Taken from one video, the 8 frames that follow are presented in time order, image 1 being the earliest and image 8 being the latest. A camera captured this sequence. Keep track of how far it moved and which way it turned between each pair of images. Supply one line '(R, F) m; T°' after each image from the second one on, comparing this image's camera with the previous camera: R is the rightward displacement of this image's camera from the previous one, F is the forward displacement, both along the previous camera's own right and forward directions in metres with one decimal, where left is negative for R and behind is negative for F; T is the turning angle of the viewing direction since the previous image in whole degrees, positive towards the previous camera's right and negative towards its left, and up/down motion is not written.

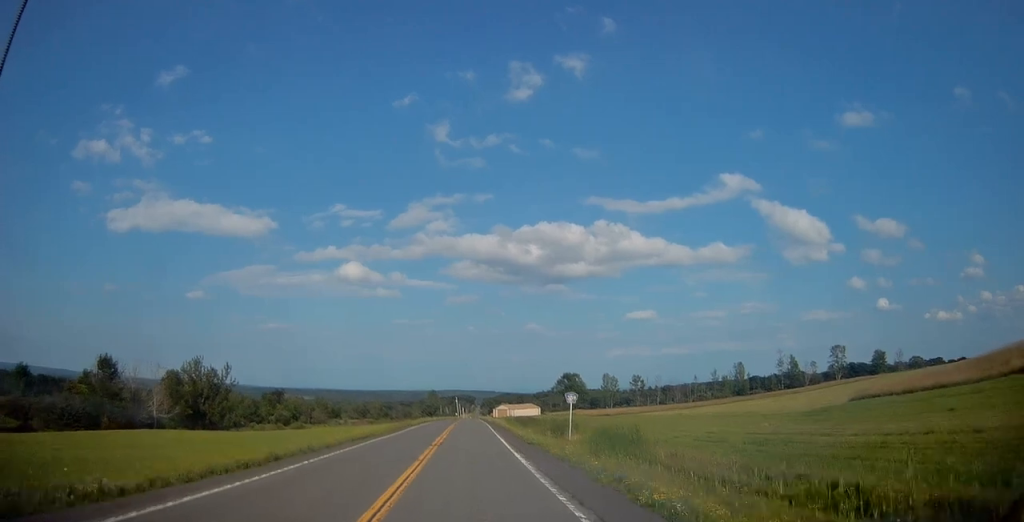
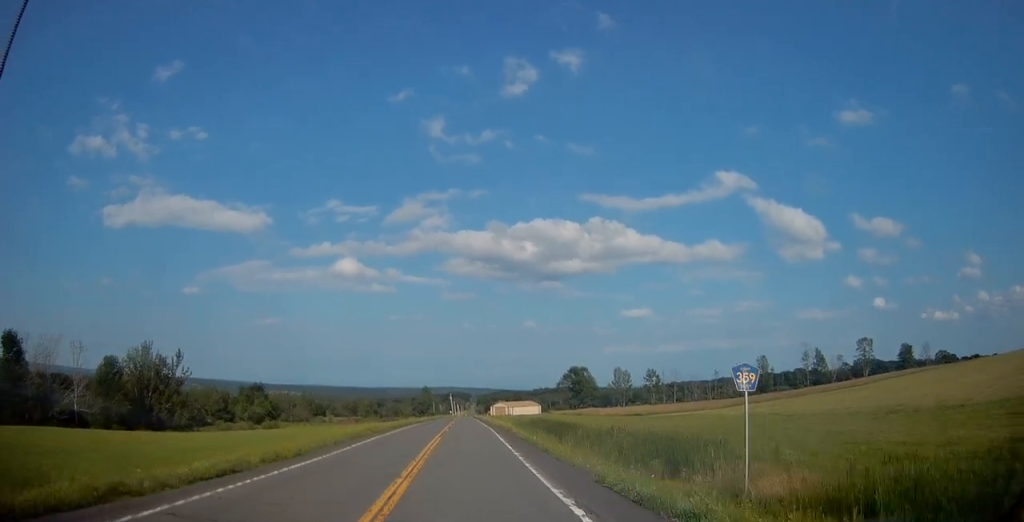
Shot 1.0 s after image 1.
(0.0, +21.2) m; +1°
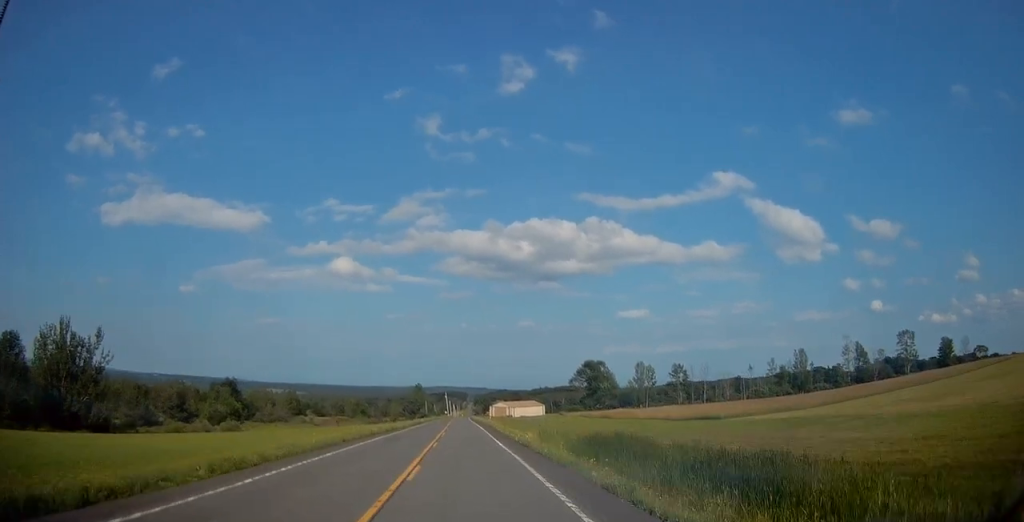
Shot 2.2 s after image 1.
(+0.3, +26.2) m; +1°
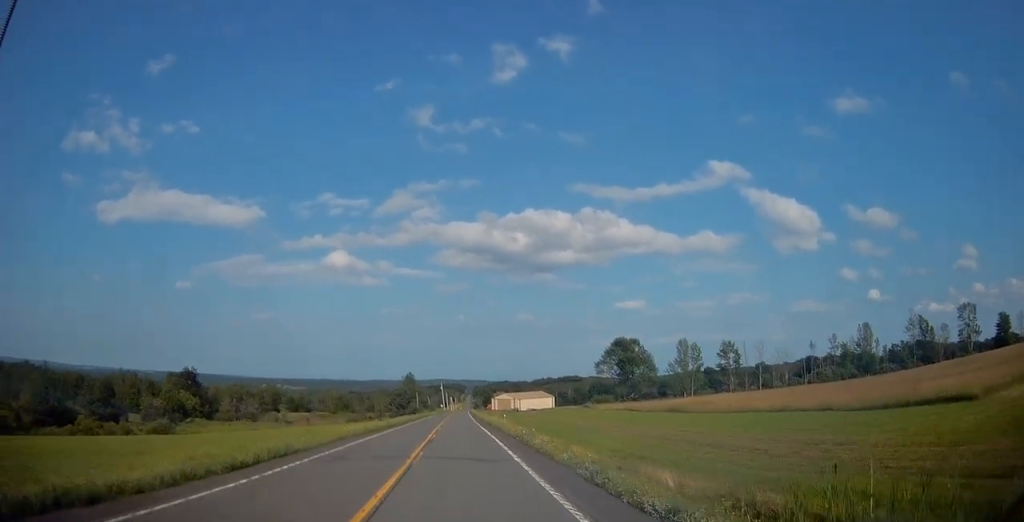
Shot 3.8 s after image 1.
(0.0, +32.6) m; 0°
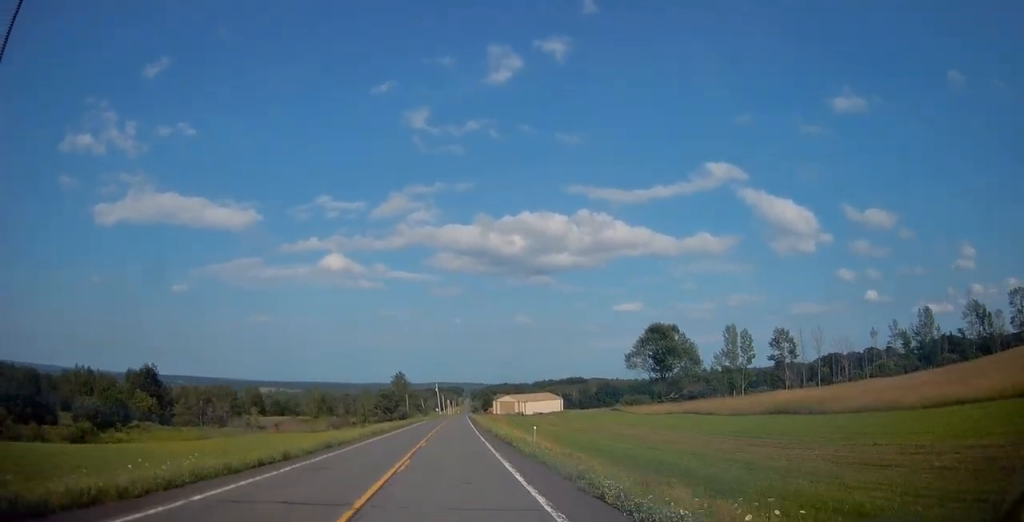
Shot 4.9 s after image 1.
(0.0, +24.3) m; 0°
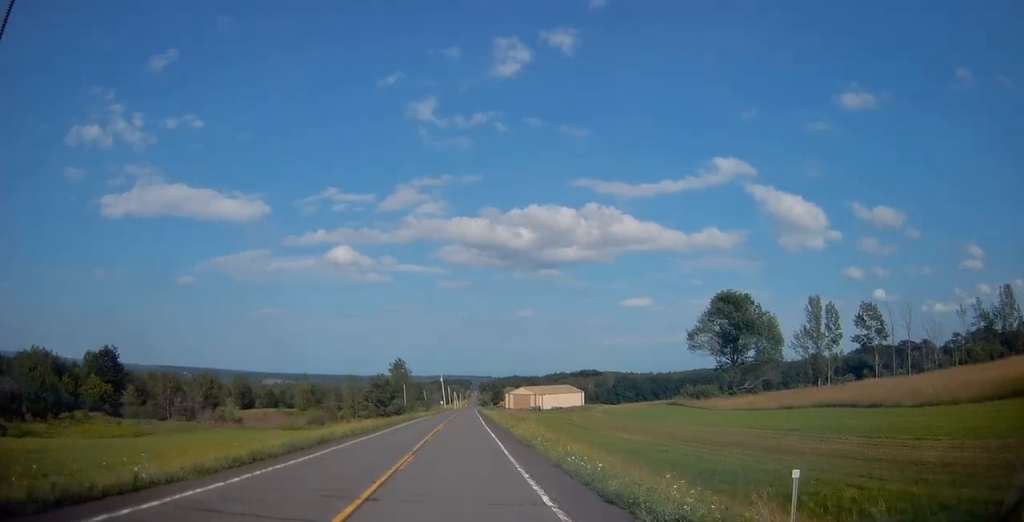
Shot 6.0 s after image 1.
(0.0, +23.7) m; 0°
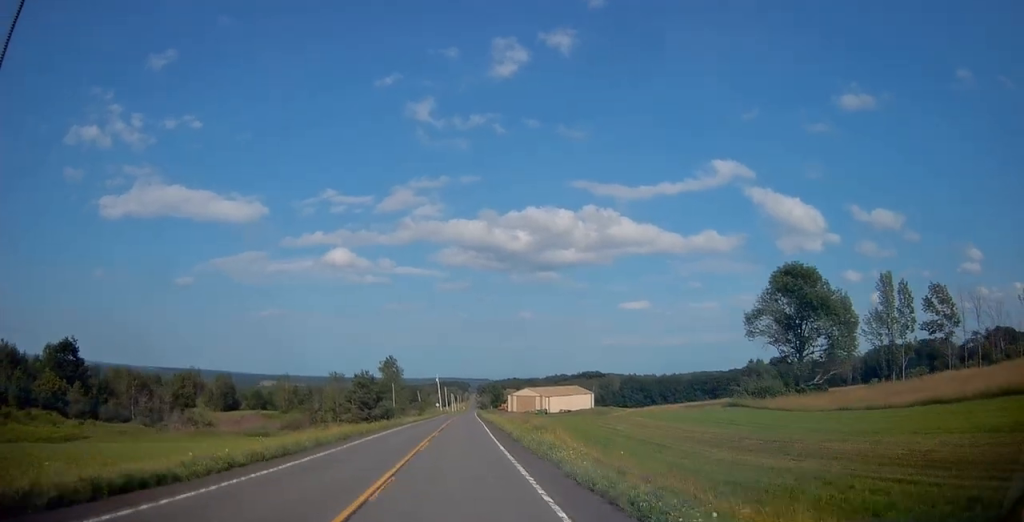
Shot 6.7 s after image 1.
(0.0, +16.0) m; 0°
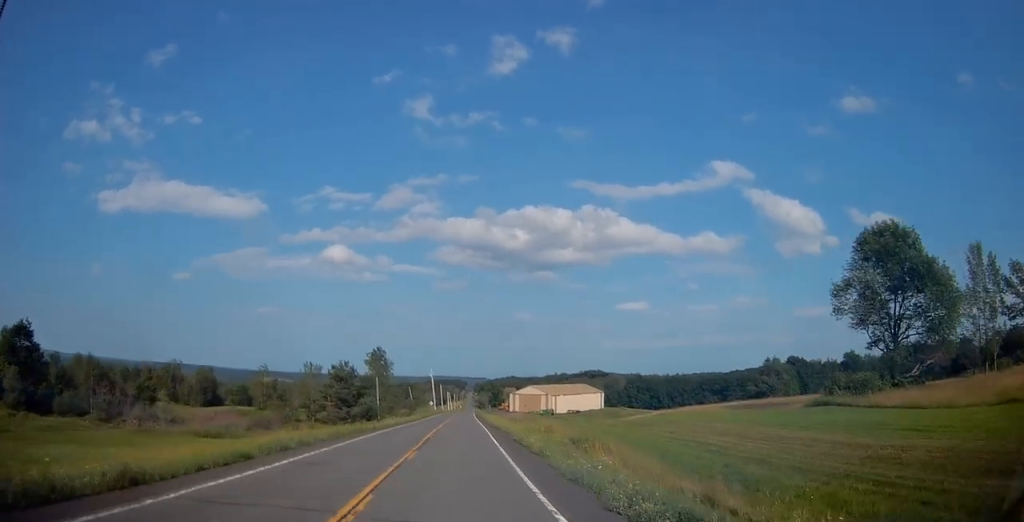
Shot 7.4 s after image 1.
(0.0, +15.7) m; 0°
